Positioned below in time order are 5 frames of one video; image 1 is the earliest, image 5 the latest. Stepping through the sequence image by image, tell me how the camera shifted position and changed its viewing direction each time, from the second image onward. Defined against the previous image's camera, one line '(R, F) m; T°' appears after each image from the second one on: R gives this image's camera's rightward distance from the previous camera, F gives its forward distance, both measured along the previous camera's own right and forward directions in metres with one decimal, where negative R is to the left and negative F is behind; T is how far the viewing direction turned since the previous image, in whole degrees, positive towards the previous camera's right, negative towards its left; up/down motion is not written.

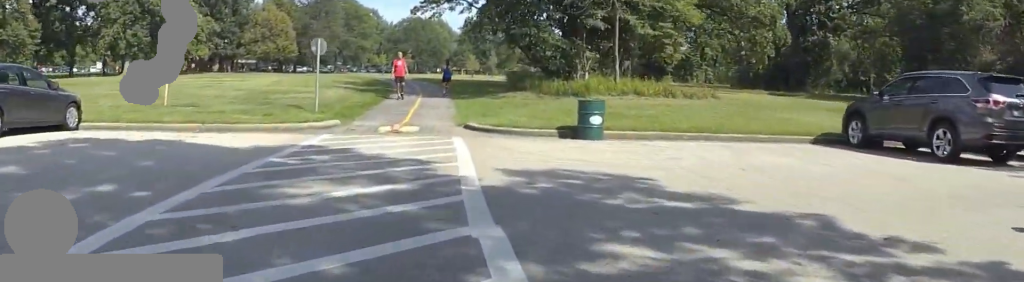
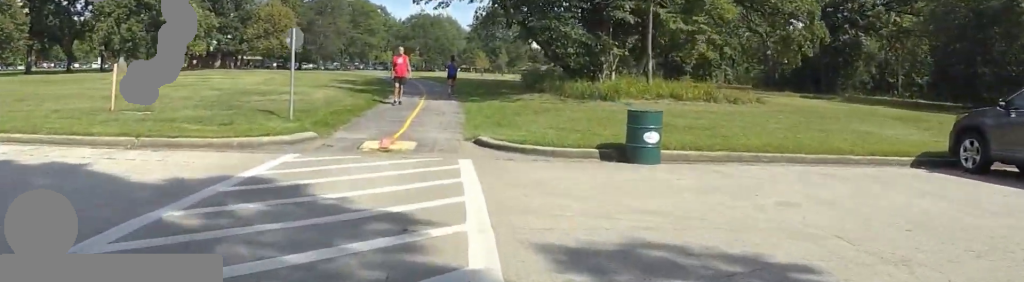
(0.0, +3.9) m; 0°
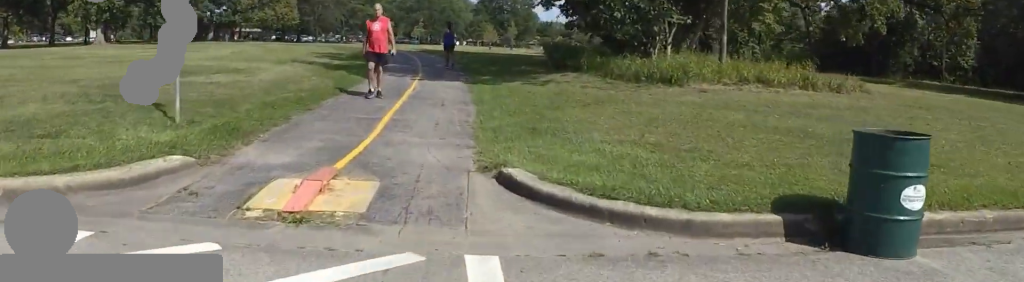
(0.0, +6.8) m; 0°
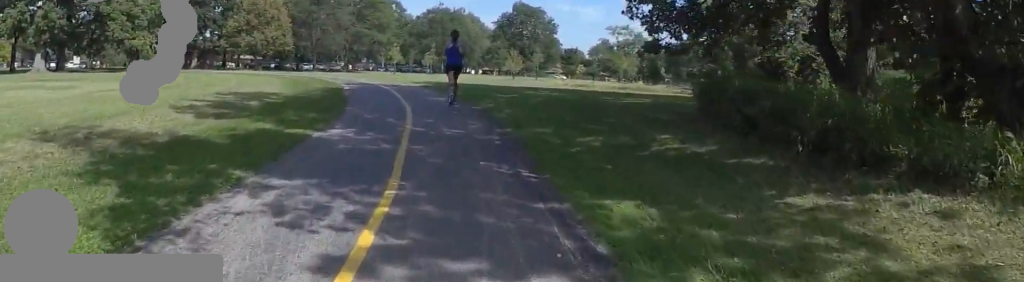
(0.0, +13.4) m; 0°
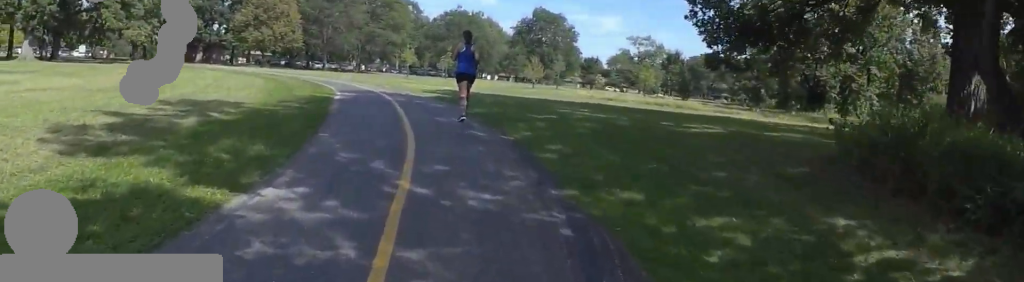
(0.0, +3.9) m; 0°
